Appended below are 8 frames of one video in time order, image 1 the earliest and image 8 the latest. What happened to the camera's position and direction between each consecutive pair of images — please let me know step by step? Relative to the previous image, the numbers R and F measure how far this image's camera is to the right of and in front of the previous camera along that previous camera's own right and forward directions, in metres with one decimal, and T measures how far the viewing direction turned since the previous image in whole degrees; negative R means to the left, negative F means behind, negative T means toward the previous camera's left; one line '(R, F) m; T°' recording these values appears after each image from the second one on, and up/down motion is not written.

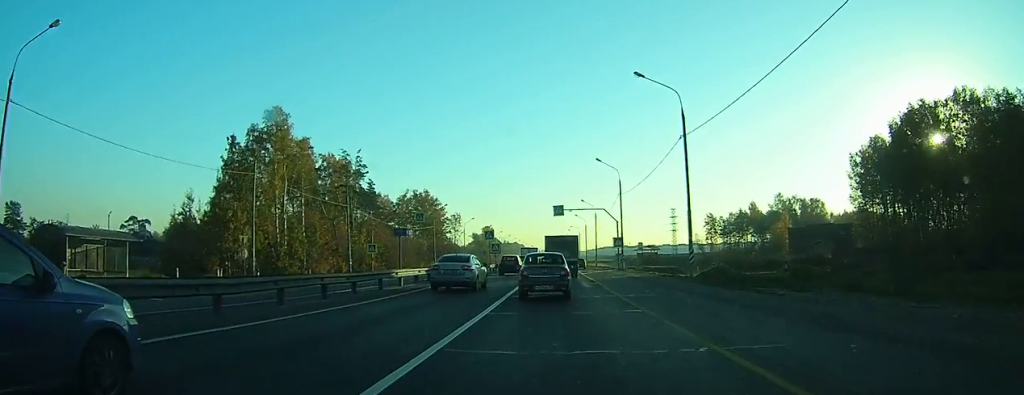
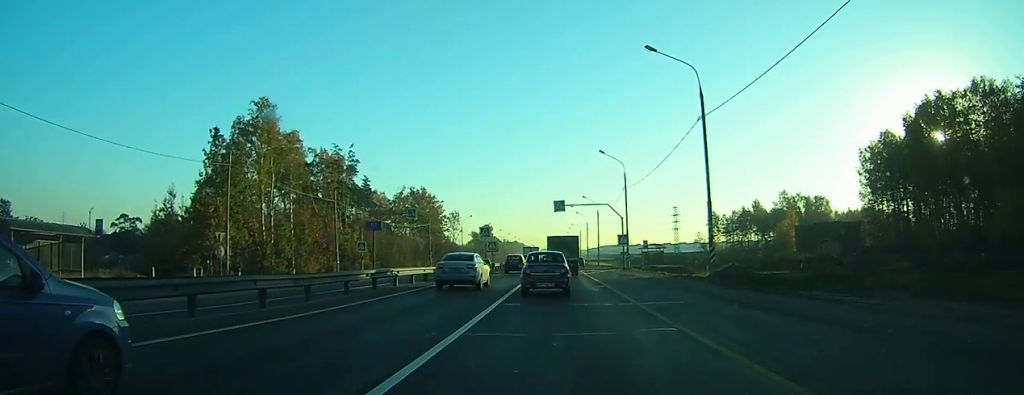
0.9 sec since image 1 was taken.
(0.0, +4.3) m; 0°
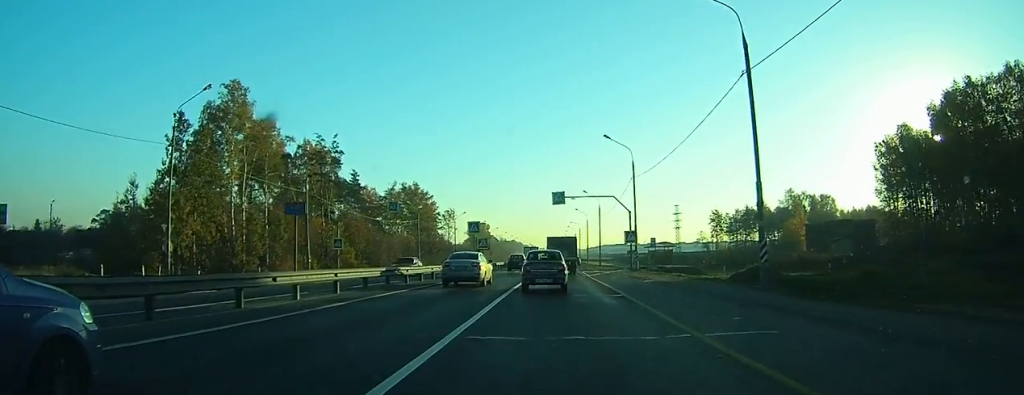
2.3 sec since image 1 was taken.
(0.0, +7.8) m; 0°
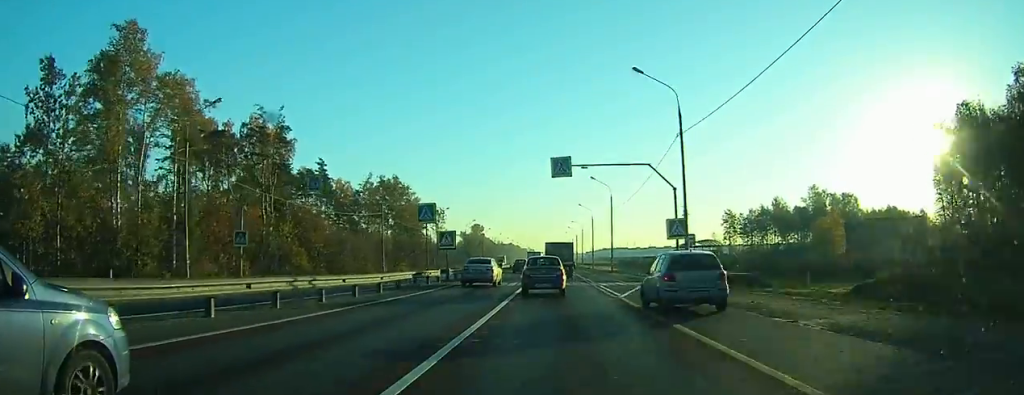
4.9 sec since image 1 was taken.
(+0.1, +19.0) m; 0°
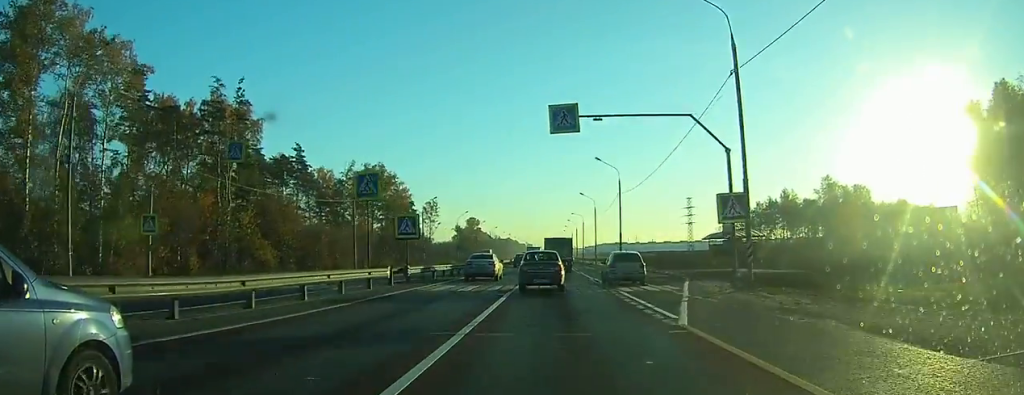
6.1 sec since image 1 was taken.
(0.0, +9.6) m; 0°
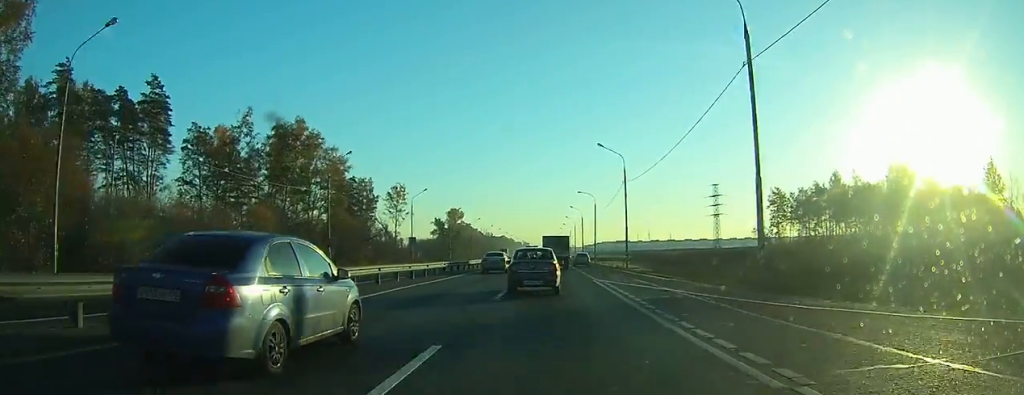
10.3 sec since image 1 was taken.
(0.0, +41.0) m; 0°
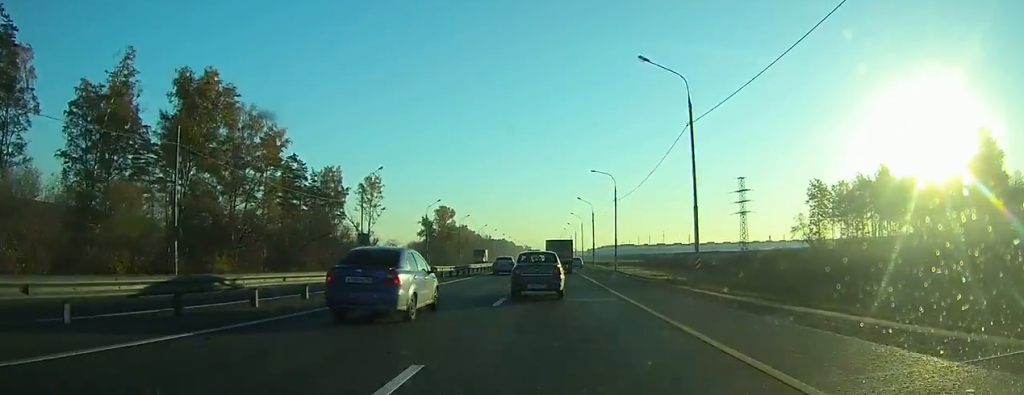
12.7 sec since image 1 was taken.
(0.0, +26.5) m; 0°
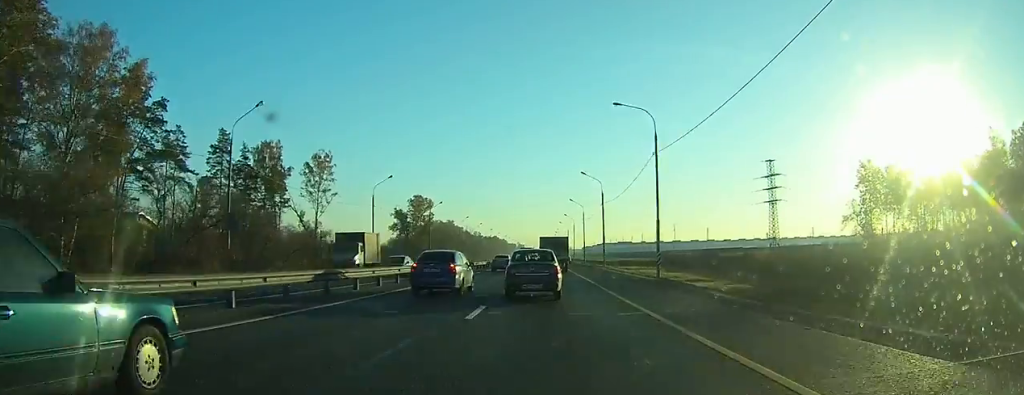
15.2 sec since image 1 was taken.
(+0.3, +26.8) m; +1°
